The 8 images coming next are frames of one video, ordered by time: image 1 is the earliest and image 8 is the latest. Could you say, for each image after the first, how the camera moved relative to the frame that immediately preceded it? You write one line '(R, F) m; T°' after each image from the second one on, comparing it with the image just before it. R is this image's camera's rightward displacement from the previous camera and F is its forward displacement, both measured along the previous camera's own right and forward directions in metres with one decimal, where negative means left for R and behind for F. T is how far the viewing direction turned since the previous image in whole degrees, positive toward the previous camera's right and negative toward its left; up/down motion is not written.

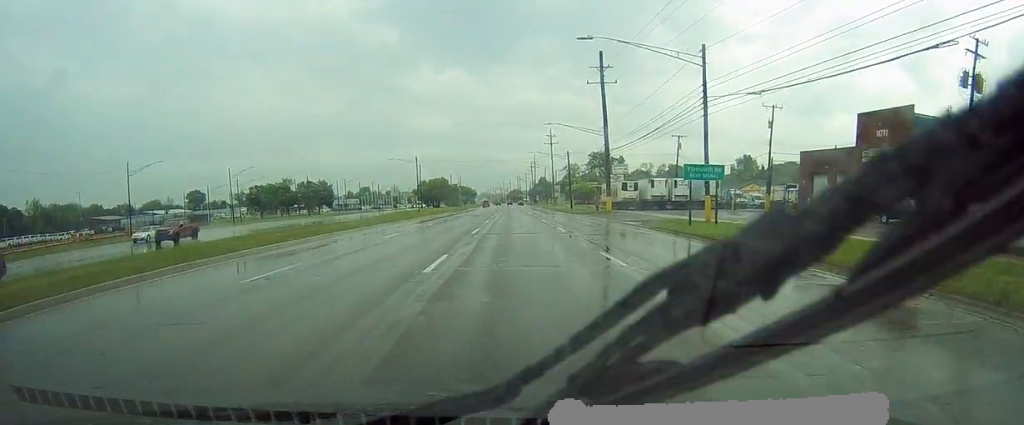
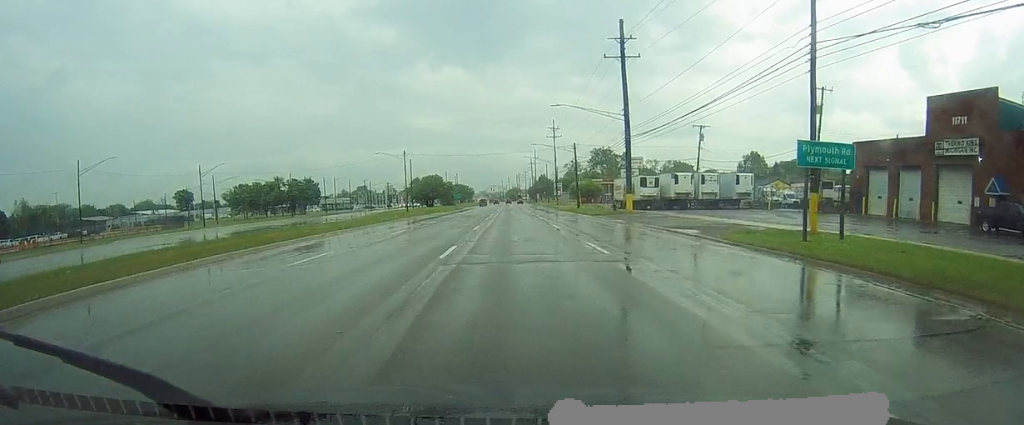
(-0.4, +13.0) m; 0°
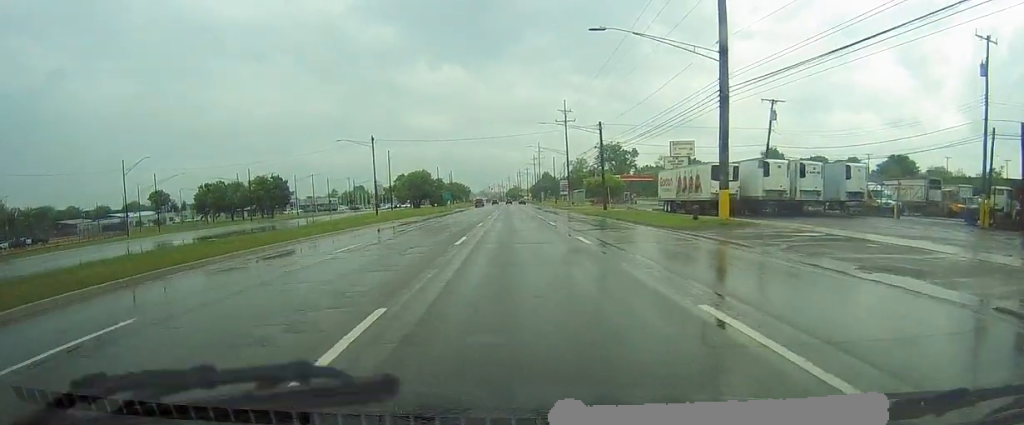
(+0.7, +26.6) m; 0°
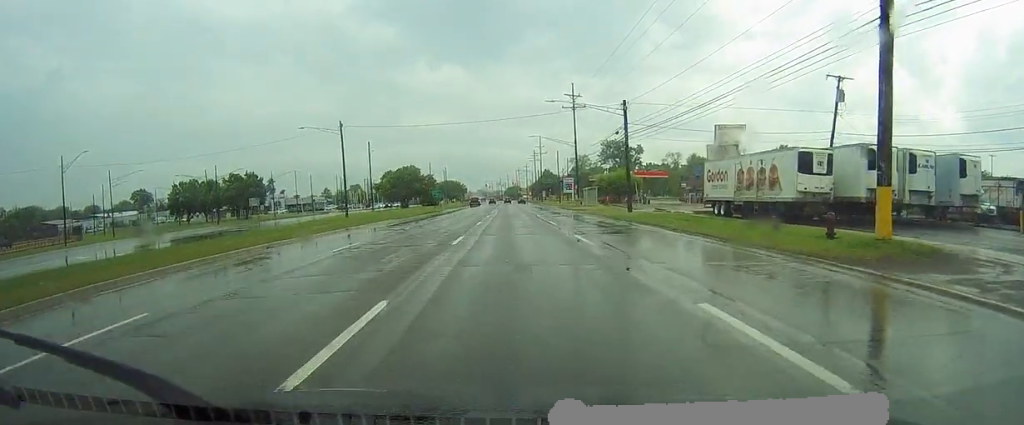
(-0.4, +15.7) m; -2°
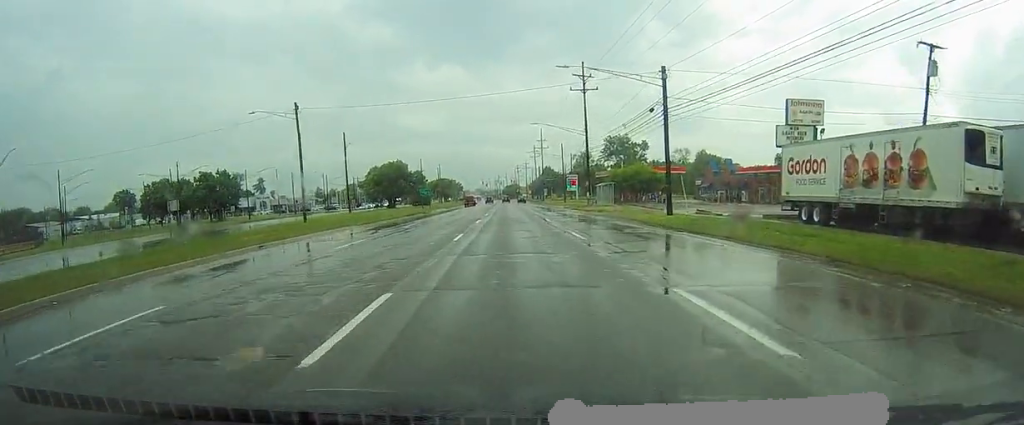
(0.0, +14.7) m; +1°
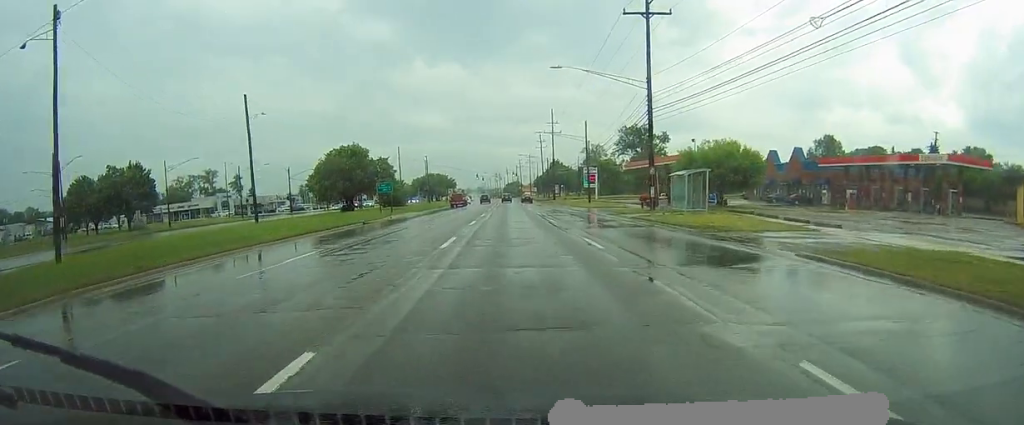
(+0.8, +34.5) m; +1°
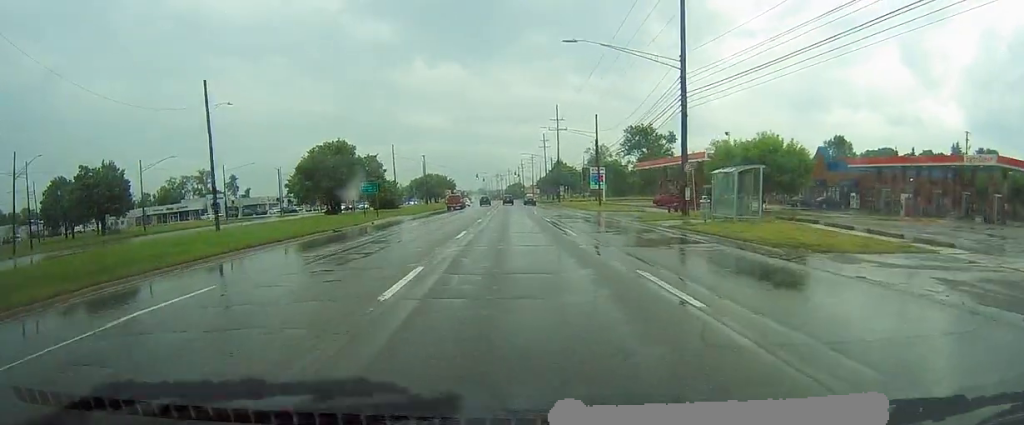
(0.0, +8.3) m; 0°
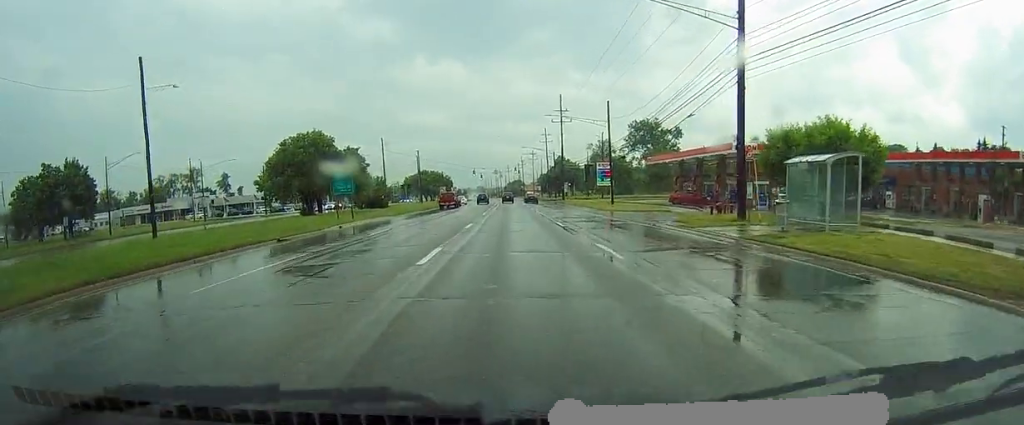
(+0.1, +9.3) m; -1°
